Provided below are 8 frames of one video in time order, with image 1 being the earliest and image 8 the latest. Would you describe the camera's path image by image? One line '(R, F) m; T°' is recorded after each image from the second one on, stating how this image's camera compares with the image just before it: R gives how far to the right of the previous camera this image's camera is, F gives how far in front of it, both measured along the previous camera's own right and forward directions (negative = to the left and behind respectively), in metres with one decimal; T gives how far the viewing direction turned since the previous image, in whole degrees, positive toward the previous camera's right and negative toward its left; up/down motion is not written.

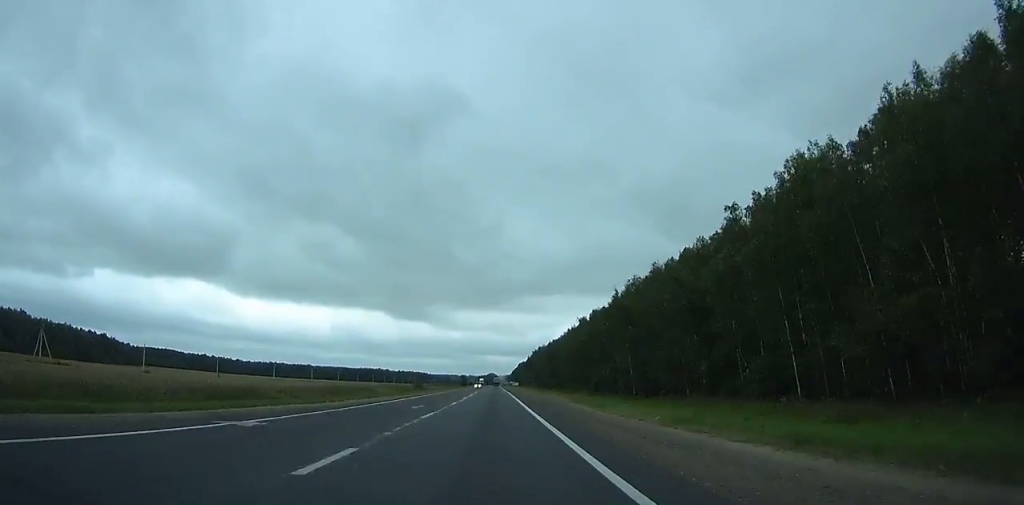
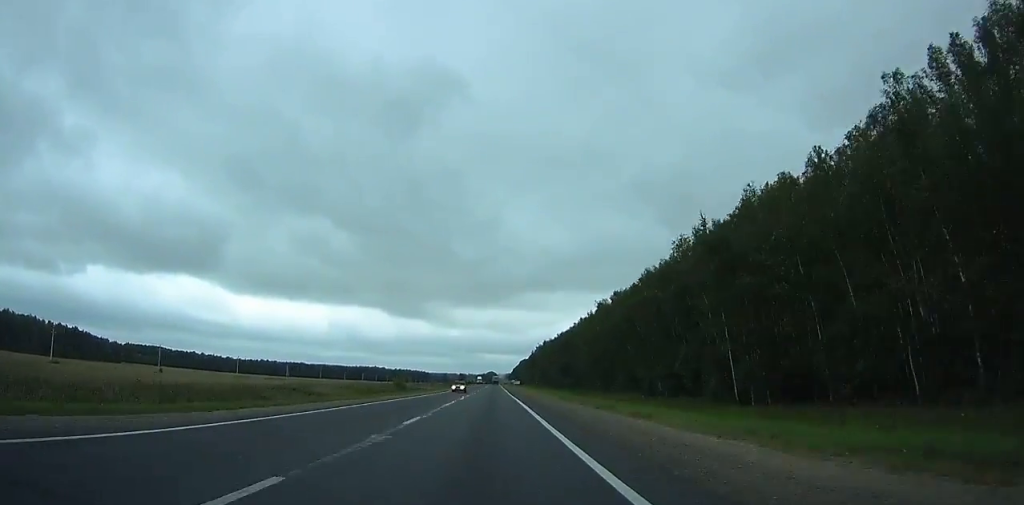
(0.0, +39.2) m; 0°
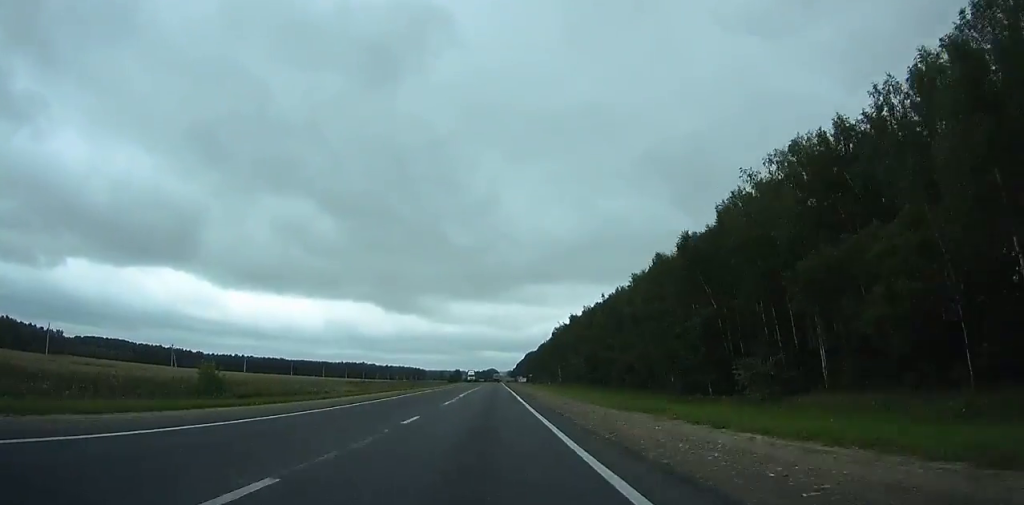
(0.0, +106.5) m; 0°
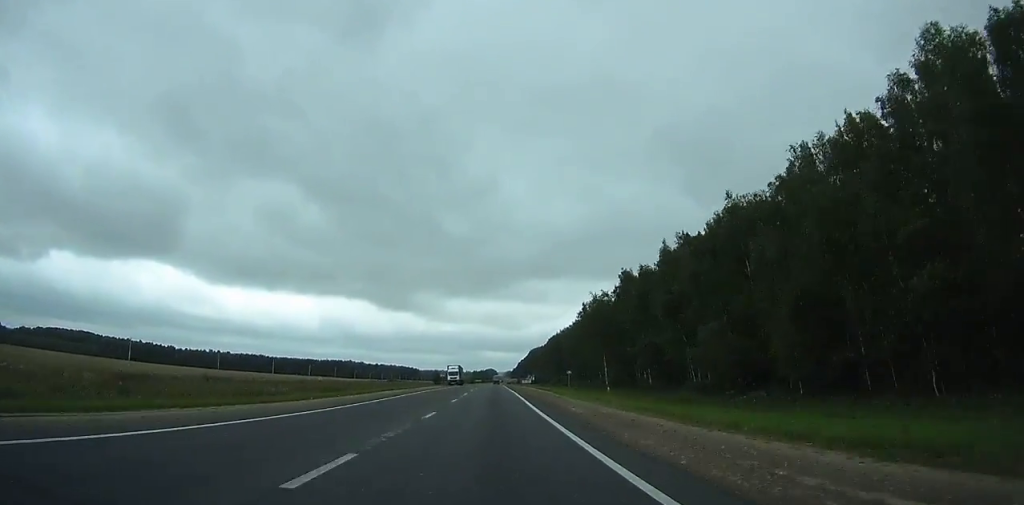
(-0.1, +81.3) m; 0°
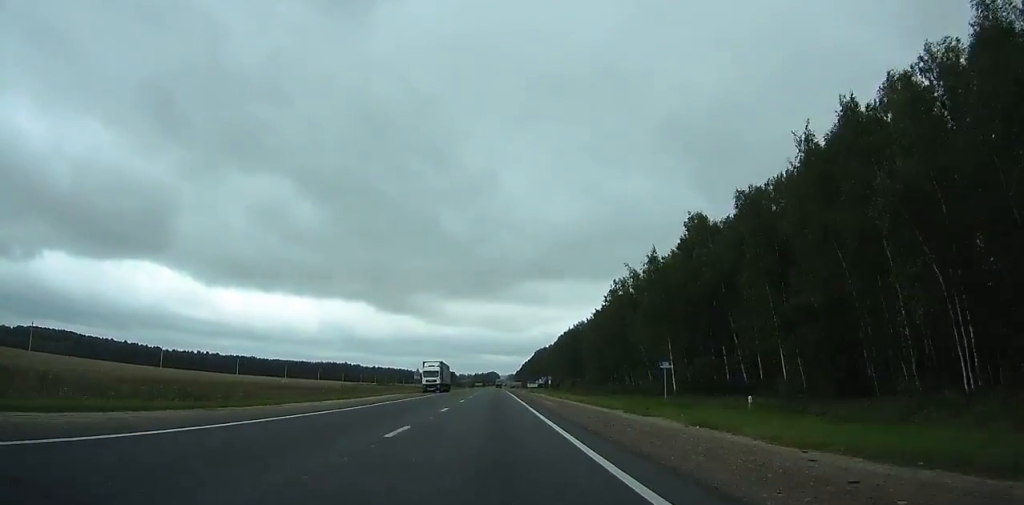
(+0.1, +42.3) m; 0°
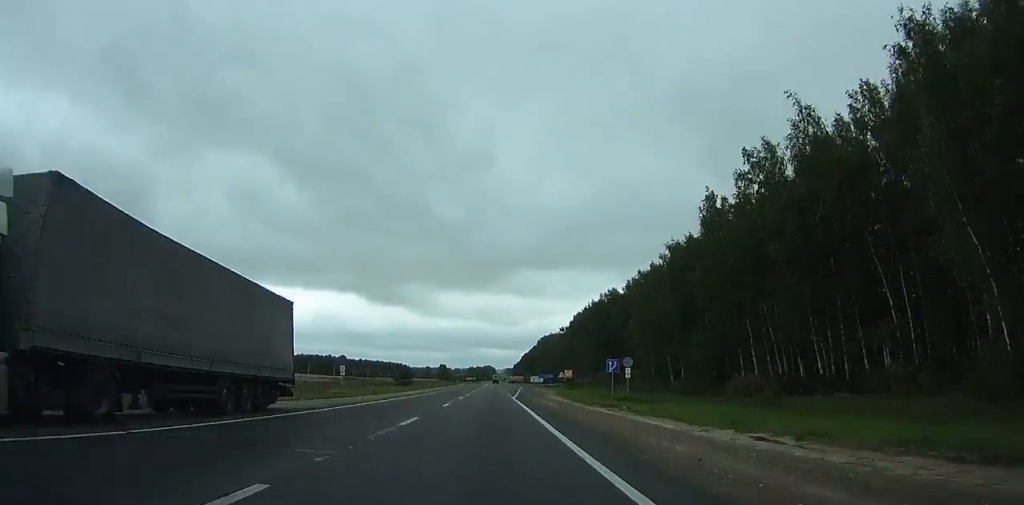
(-0.1, +68.7) m; 0°
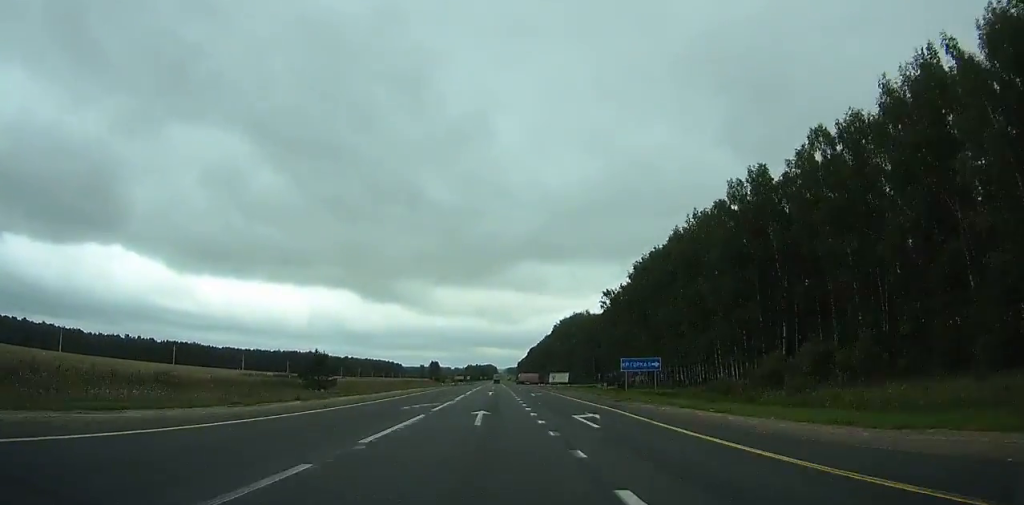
(0.0, +94.3) m; 0°
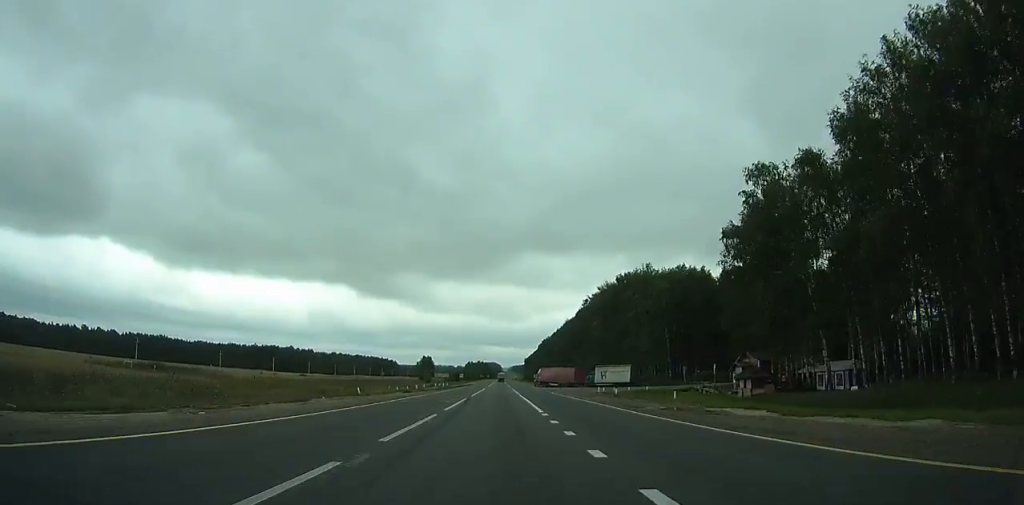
(+0.3, +84.1) m; 0°
